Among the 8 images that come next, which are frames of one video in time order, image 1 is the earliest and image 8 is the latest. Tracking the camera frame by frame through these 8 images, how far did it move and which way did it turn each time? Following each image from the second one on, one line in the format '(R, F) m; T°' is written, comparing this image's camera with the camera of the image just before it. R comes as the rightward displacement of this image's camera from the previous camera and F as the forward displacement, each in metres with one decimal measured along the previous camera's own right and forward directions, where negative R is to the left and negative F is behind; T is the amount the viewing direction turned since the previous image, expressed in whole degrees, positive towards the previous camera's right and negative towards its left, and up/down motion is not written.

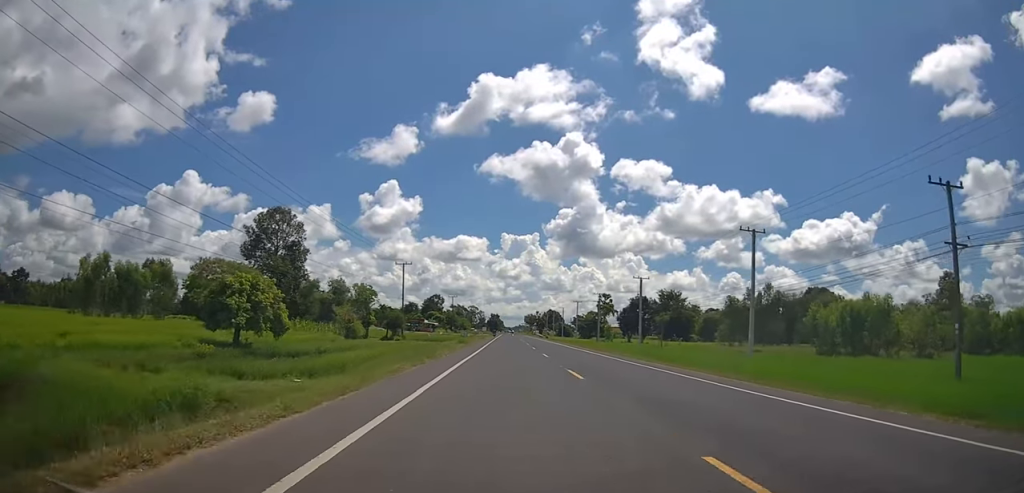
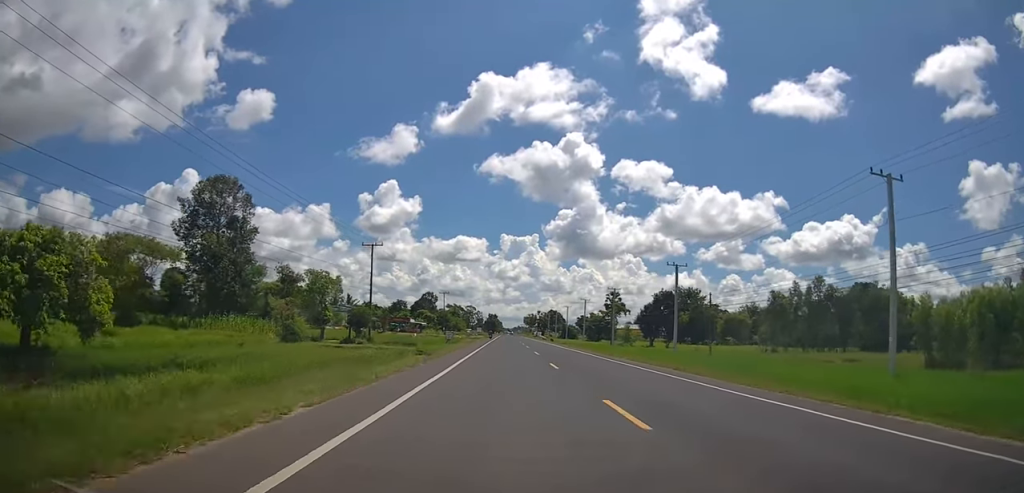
(+0.2, +19.5) m; 0°
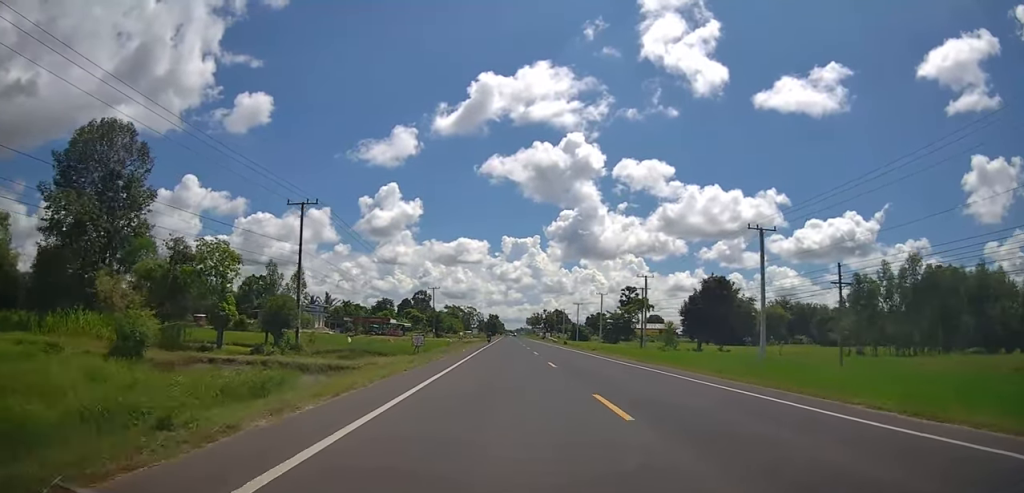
(-0.2, +23.8) m; +1°
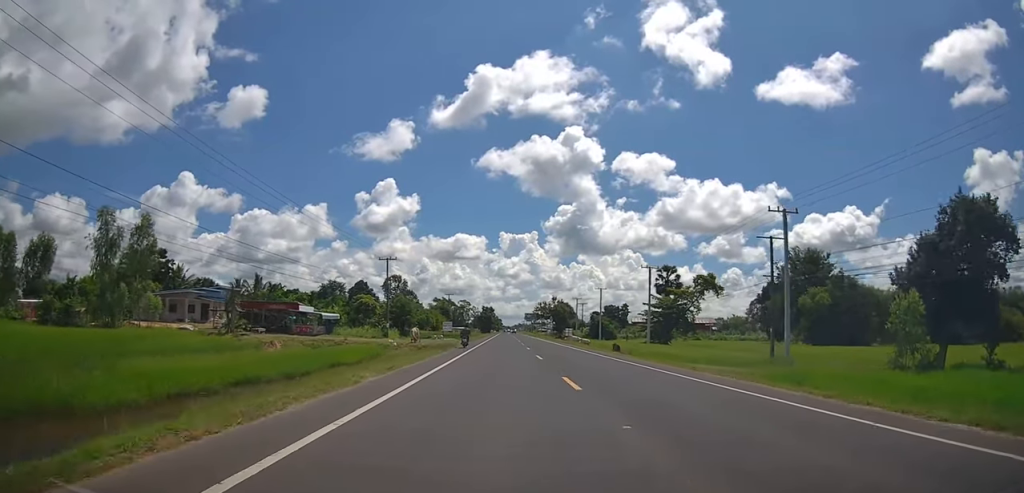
(+0.1, +44.9) m; -1°
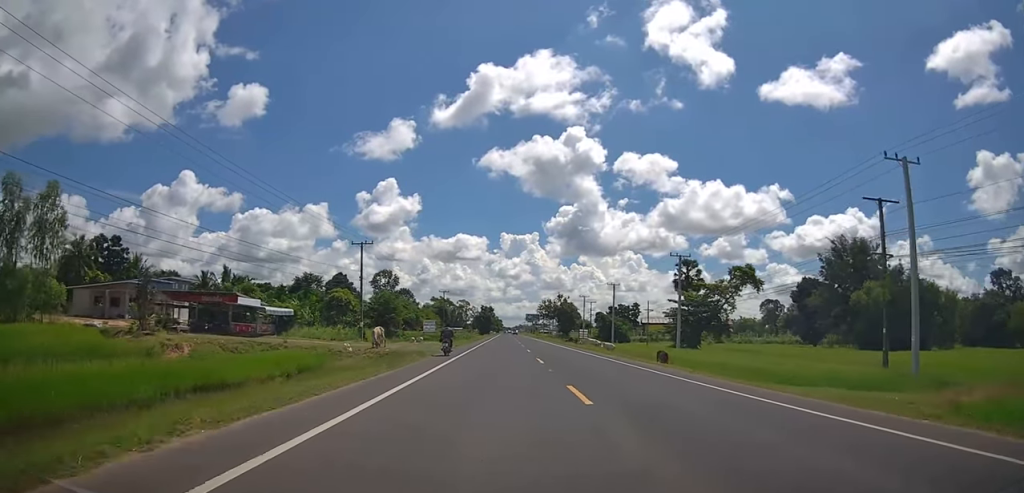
(-0.3, +14.3) m; 0°
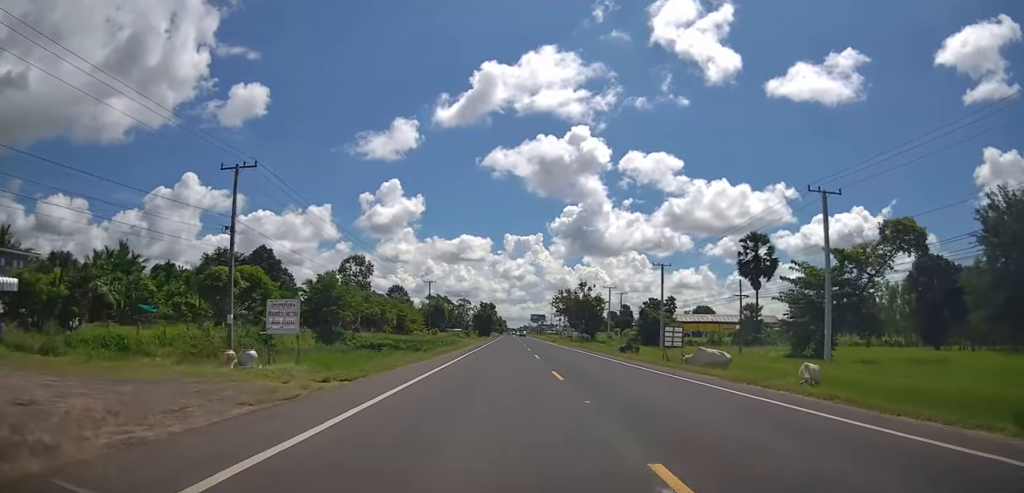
(+1.1, +31.9) m; 0°
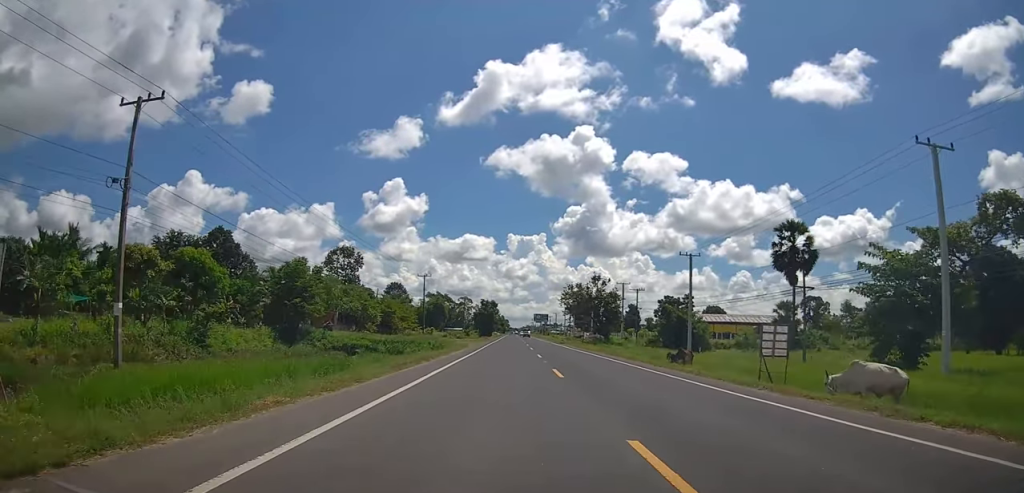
(0.0, +10.9) m; -1°
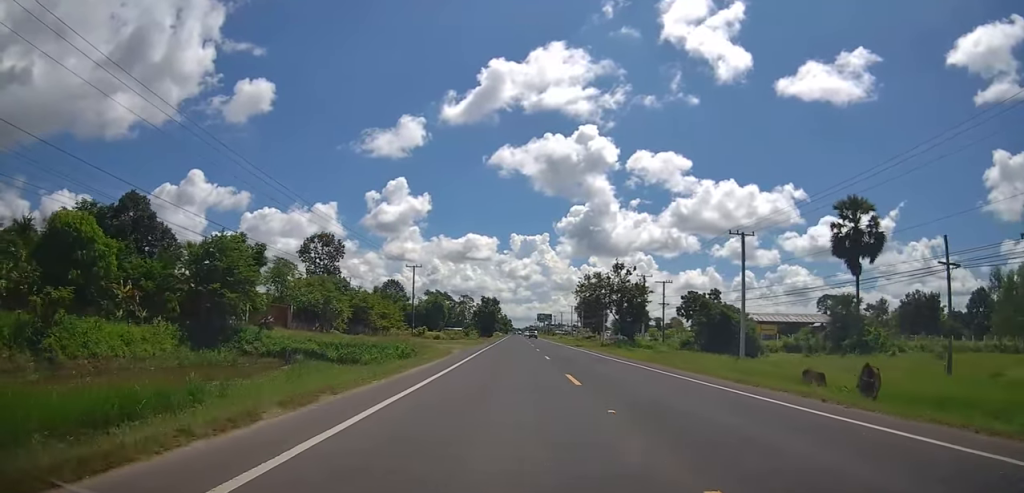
(-0.6, +14.3) m; 0°
